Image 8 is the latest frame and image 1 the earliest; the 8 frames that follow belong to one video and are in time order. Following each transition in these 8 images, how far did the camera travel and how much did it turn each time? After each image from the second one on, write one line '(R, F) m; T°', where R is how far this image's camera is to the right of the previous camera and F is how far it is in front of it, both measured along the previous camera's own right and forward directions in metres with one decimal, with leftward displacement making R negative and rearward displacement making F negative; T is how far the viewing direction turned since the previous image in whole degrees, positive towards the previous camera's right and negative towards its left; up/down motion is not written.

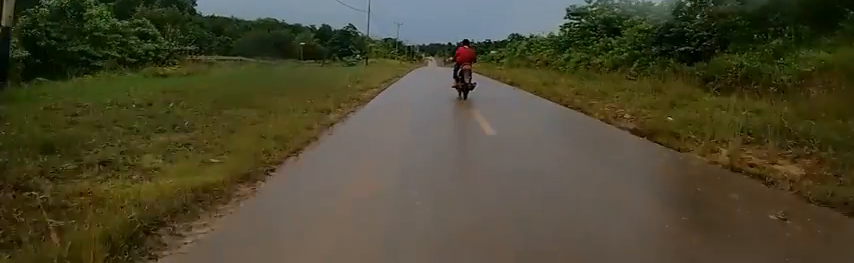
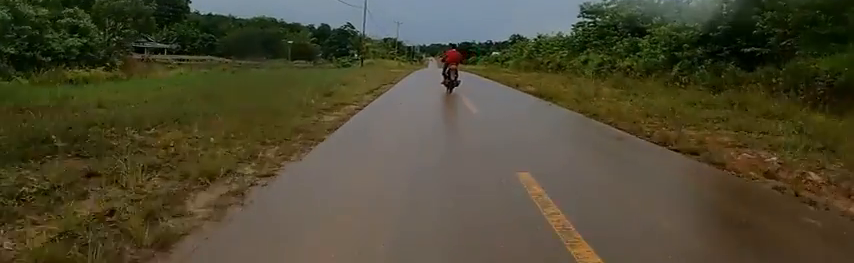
(+0.2, +5.3) m; +1°
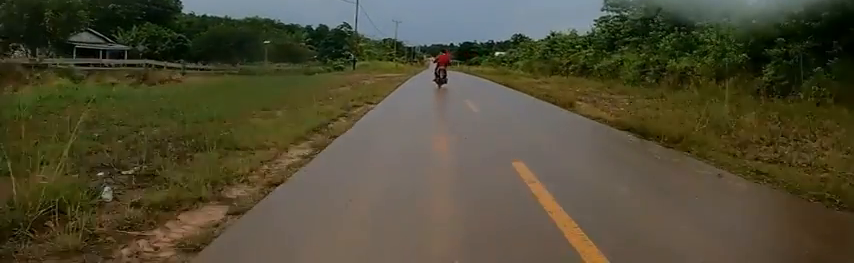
(+0.1, +7.6) m; +1°
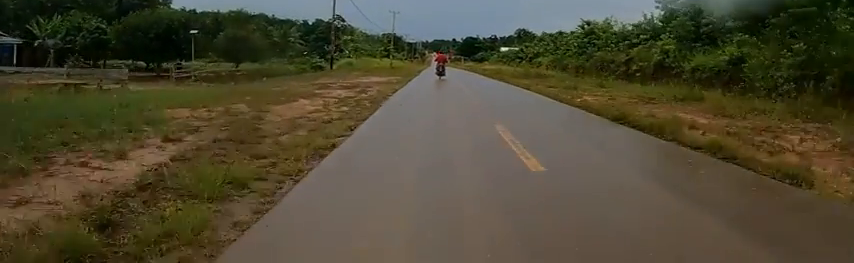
(0.0, +13.6) m; 0°
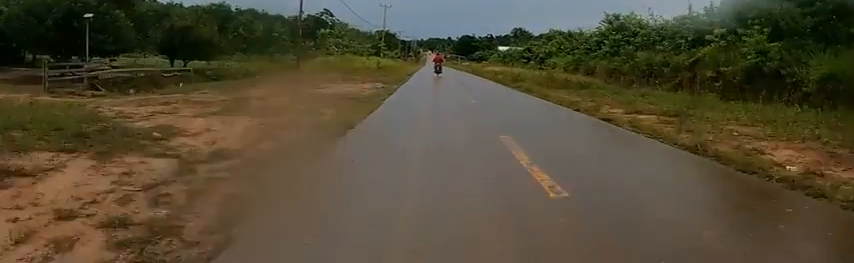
(0.0, +8.7) m; 0°
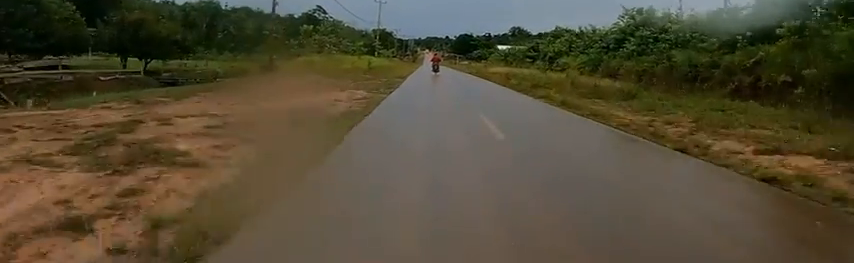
(0.0, +5.6) m; 0°
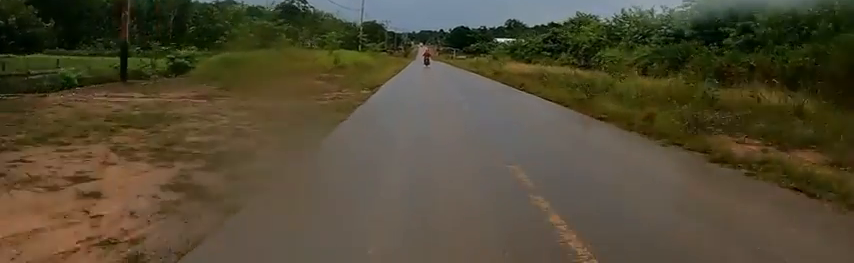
(0.0, +13.5) m; -1°
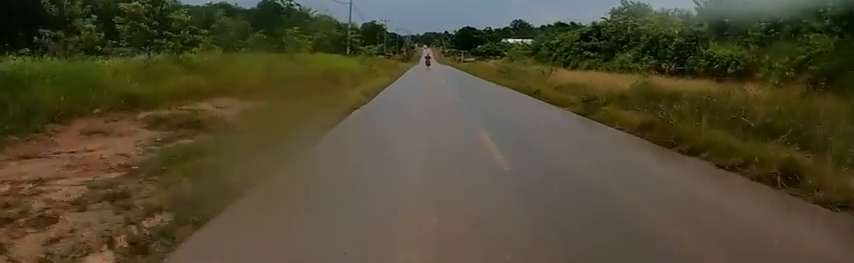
(-0.2, +13.6) m; -4°
